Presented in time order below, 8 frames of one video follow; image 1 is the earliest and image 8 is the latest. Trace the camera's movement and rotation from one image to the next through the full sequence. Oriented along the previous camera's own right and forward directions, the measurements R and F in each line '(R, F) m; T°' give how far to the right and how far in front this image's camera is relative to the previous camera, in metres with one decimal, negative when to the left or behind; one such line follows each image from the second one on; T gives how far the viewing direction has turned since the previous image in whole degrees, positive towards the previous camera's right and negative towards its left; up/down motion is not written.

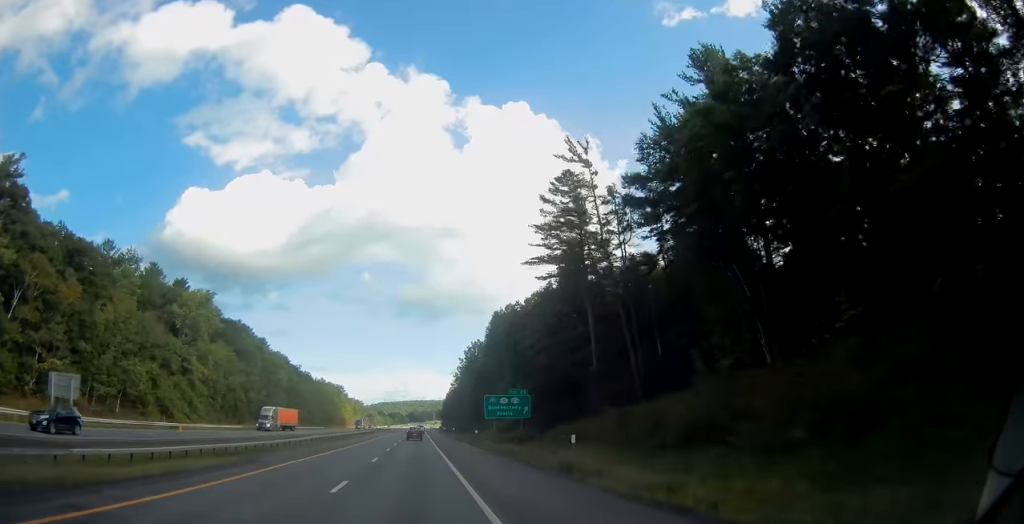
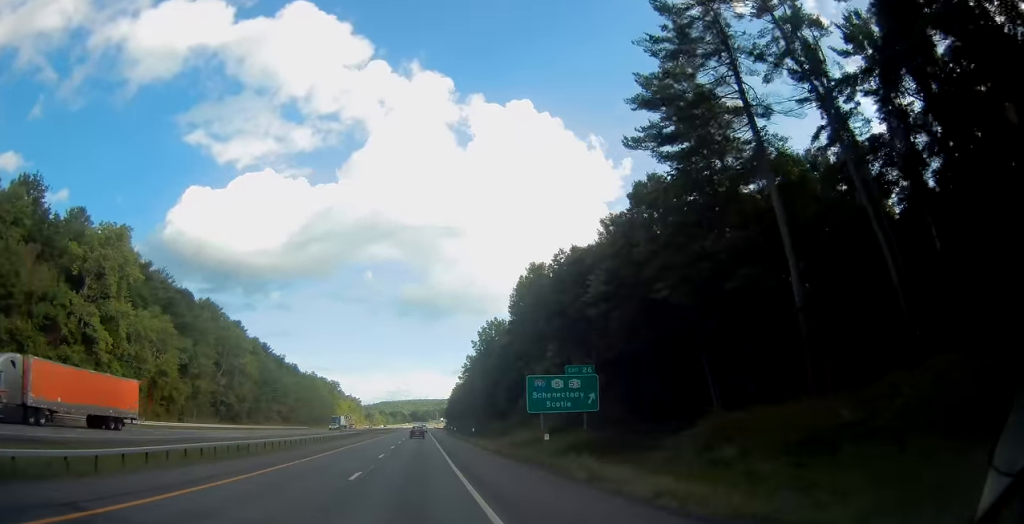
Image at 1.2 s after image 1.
(-0.1, +33.7) m; 0°
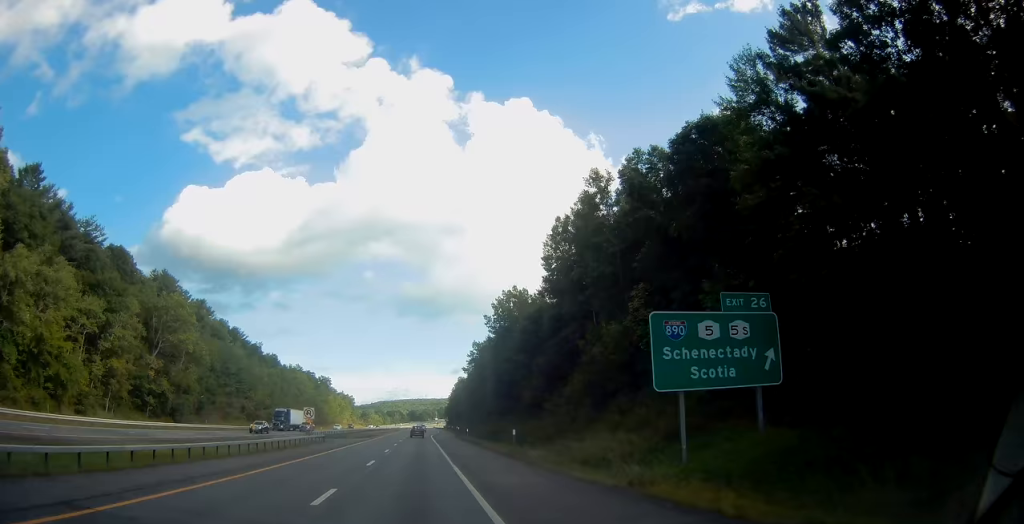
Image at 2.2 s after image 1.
(+0.1, +30.8) m; 0°
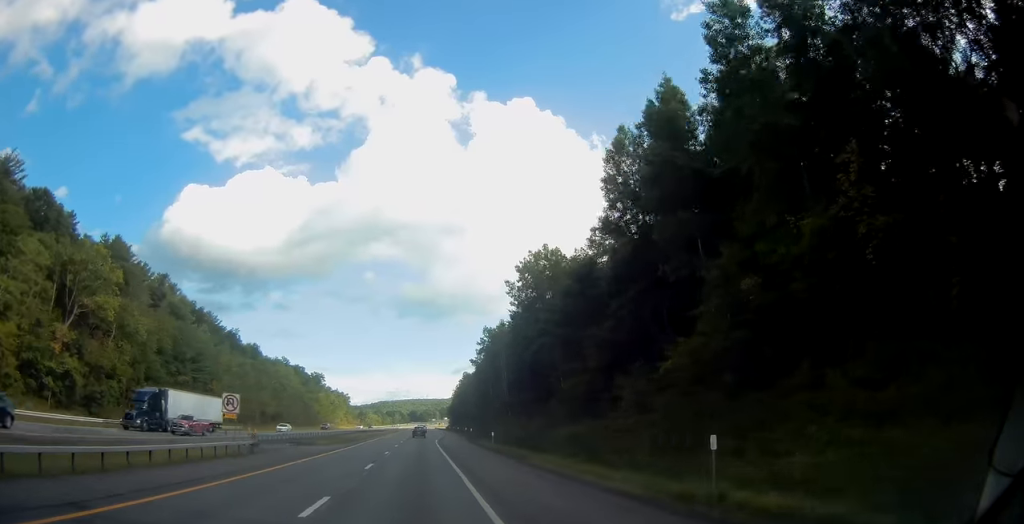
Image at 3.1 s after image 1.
(0.0, +26.0) m; 0°
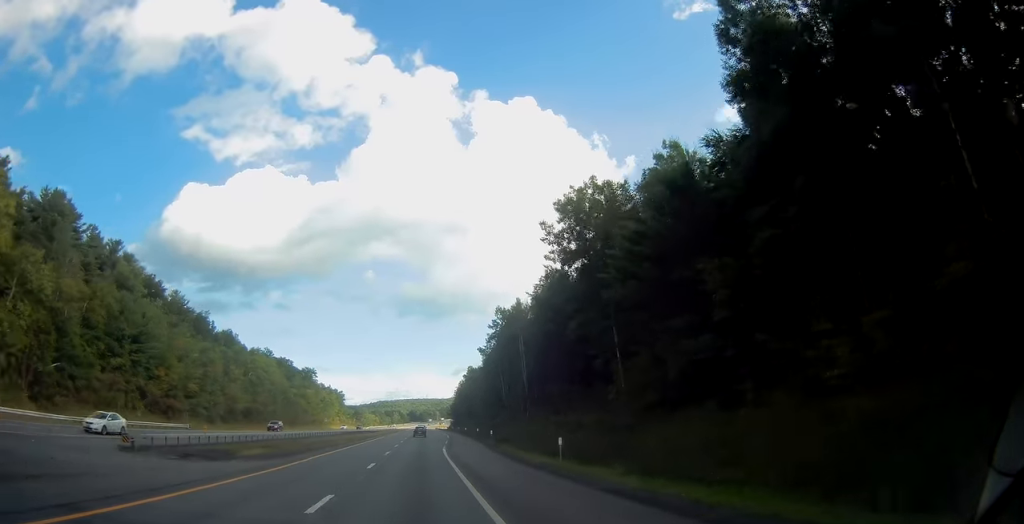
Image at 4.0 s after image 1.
(-0.2, +24.0) m; 0°
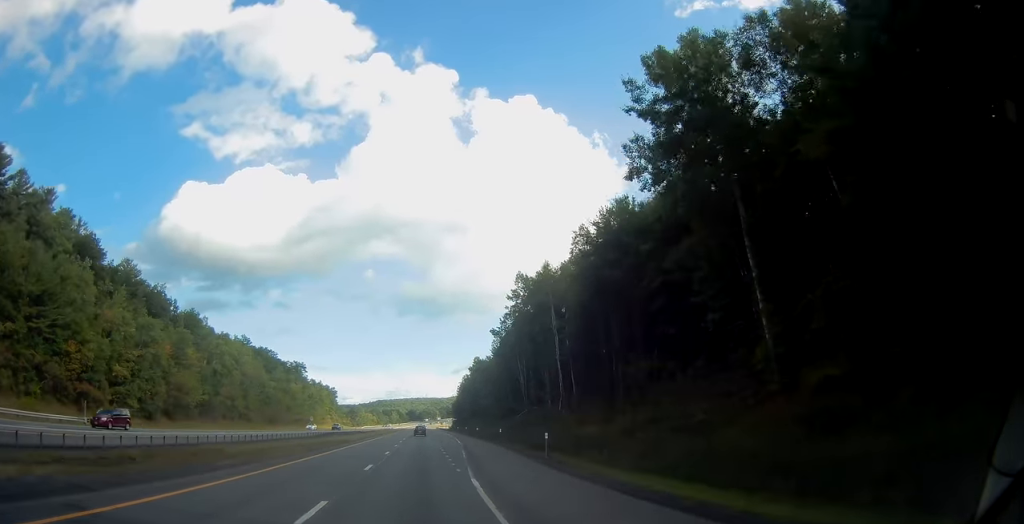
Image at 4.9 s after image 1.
(+0.2, +25.9) m; 0°
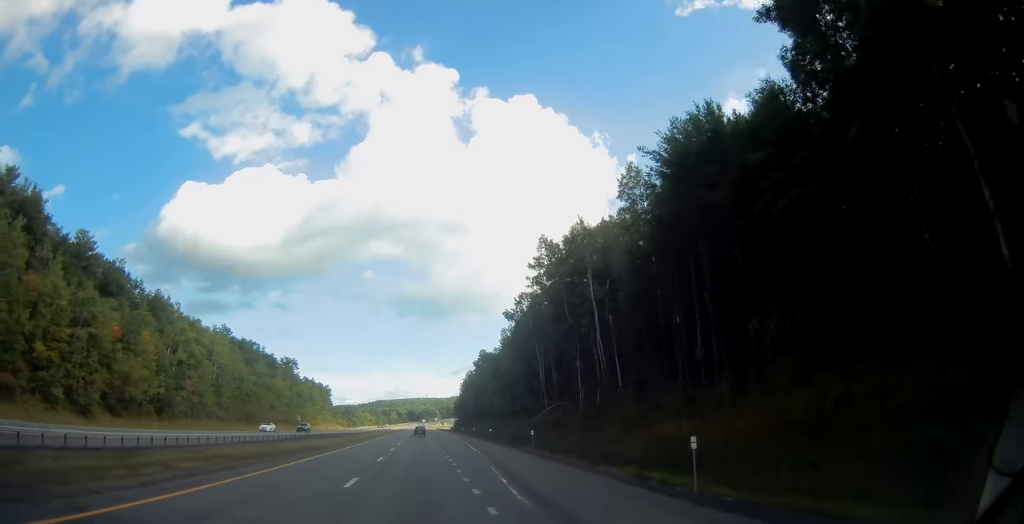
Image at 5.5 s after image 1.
(0.0, +18.3) m; 0°
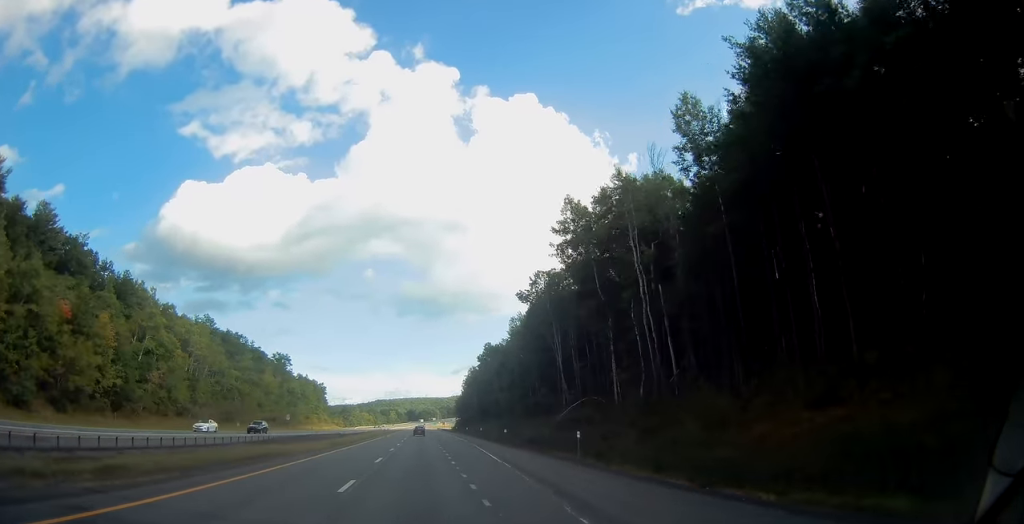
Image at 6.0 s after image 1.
(0.0, +13.4) m; 0°
